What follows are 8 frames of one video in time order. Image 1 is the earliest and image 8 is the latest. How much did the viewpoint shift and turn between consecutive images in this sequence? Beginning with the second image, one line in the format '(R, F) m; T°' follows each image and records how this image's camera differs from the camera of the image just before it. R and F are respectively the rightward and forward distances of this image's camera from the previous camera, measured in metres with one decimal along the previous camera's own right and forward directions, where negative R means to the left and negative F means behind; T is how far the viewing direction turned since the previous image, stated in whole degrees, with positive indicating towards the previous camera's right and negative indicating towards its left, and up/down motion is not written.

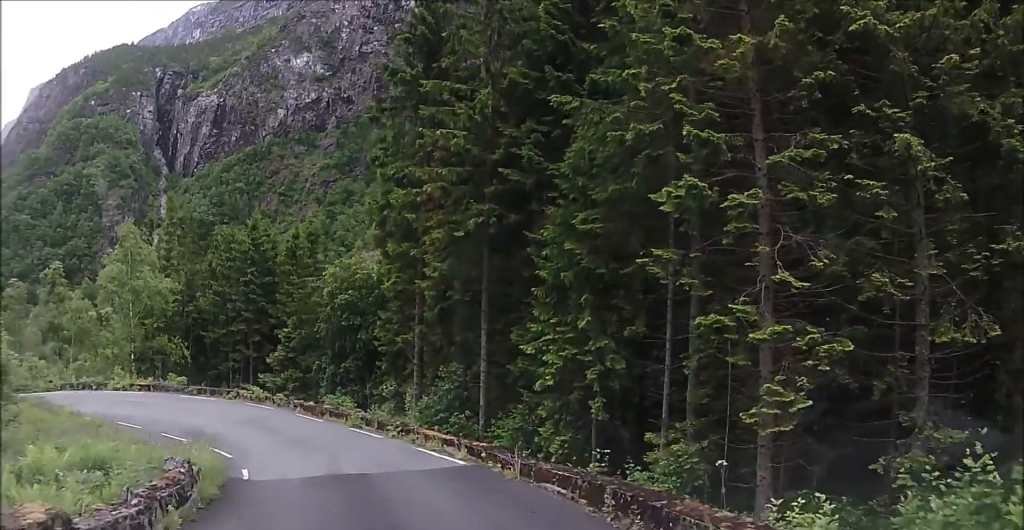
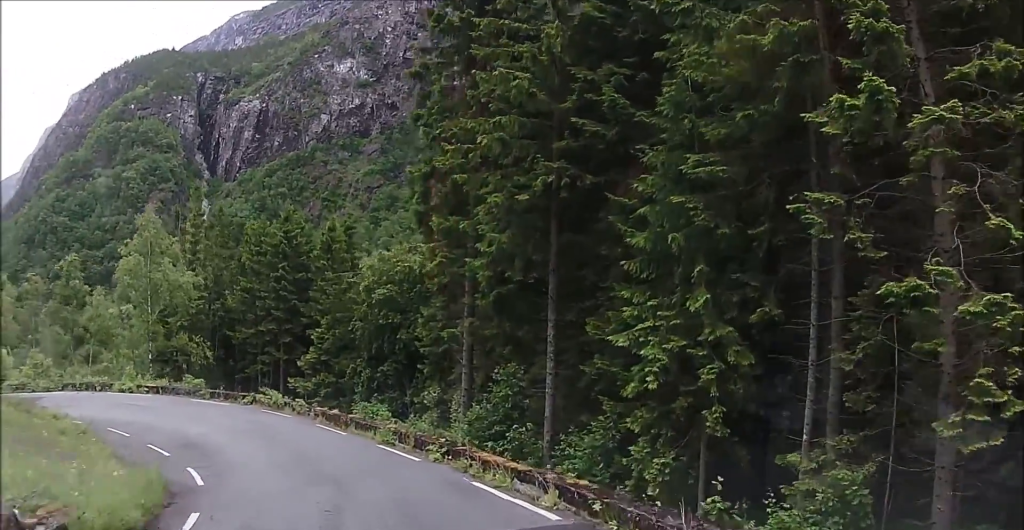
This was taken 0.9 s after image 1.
(-0.4, +4.7) m; -10°
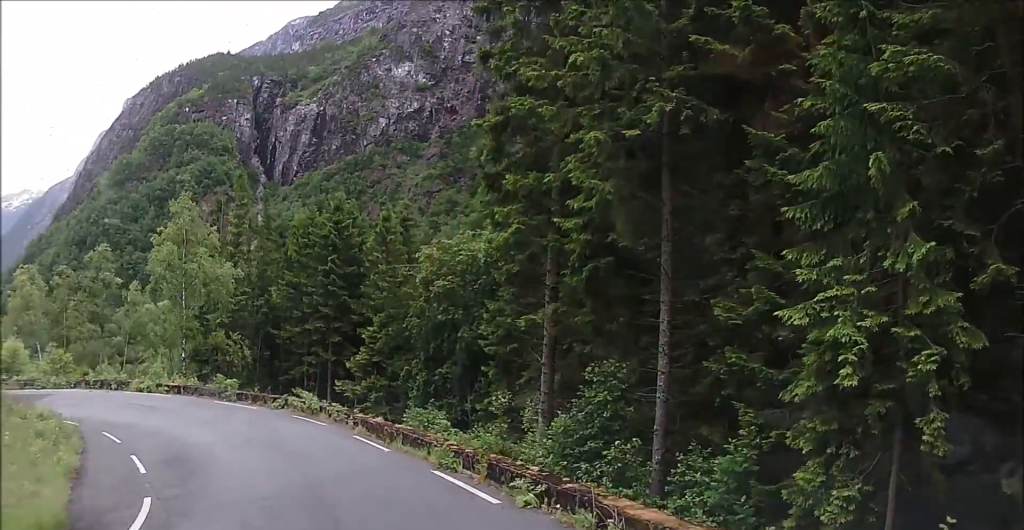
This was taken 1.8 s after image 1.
(-0.4, +4.4) m; -5°
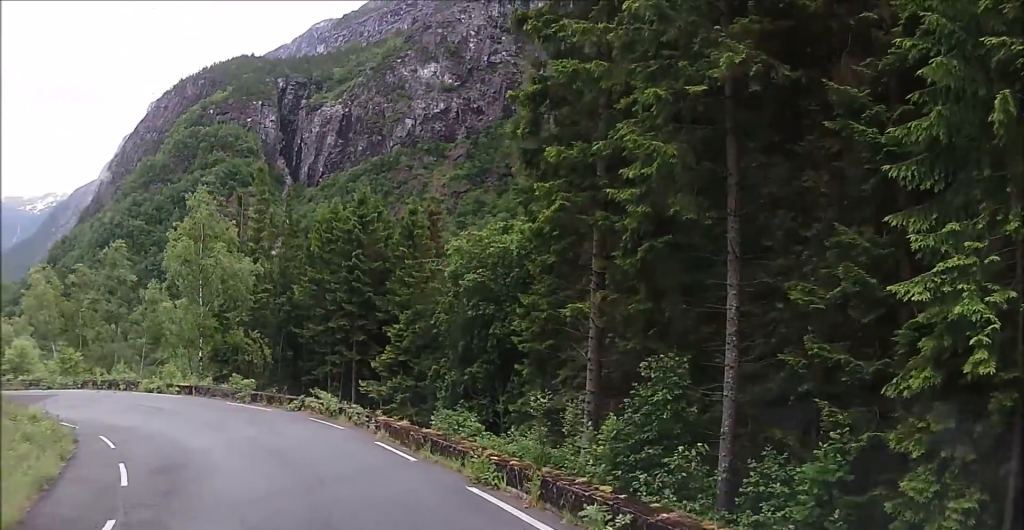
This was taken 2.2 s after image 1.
(0.0, +2.0) m; 0°
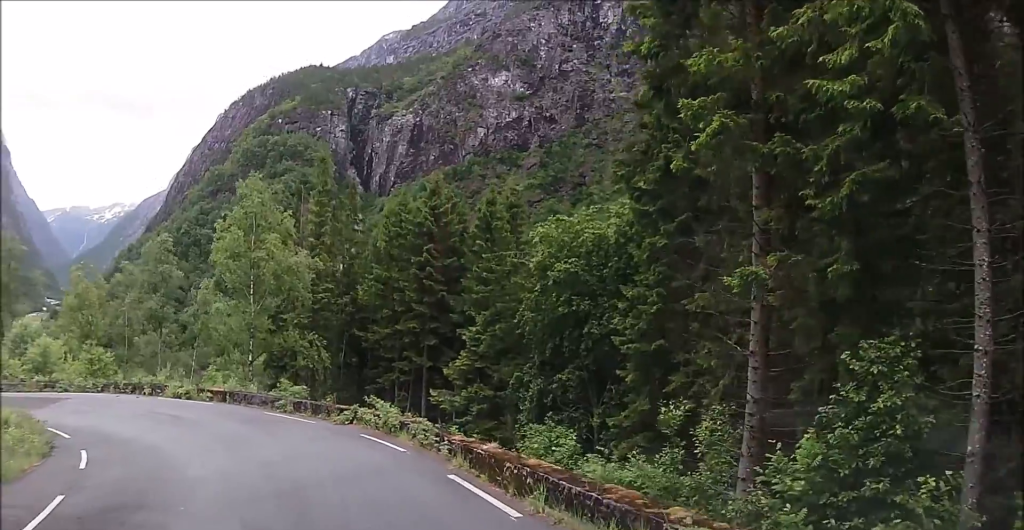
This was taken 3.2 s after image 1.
(0.0, +5.2) m; -3°
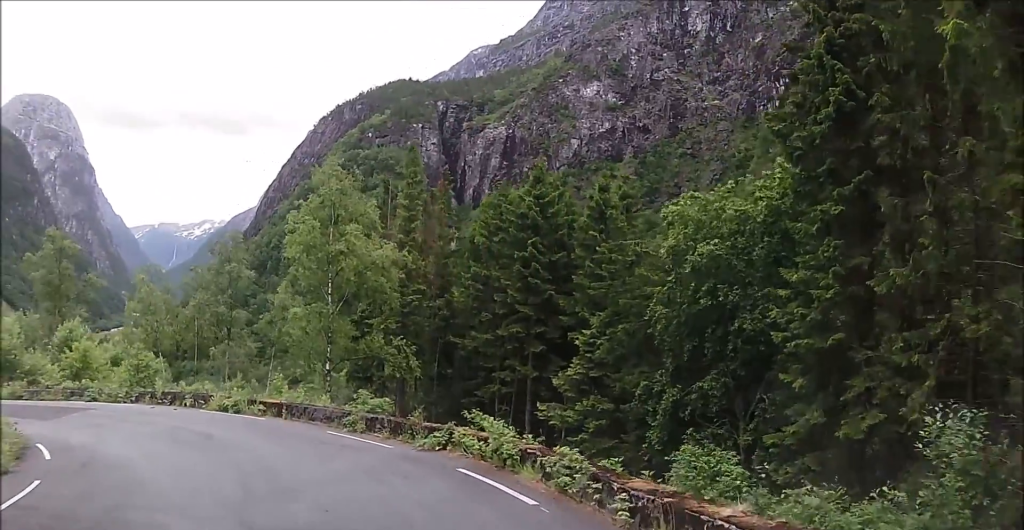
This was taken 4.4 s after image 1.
(-0.4, +4.6) m; -11°
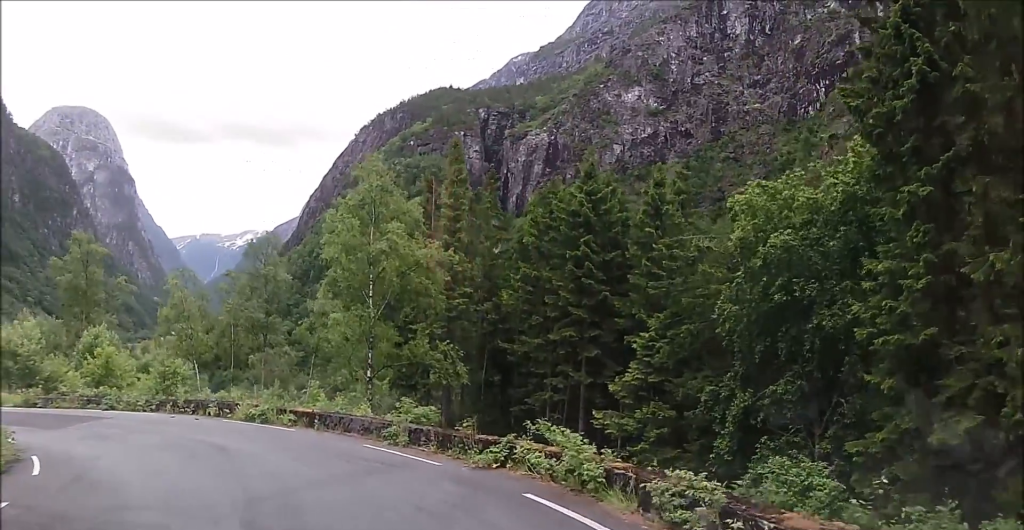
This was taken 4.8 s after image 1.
(-0.1, +1.7) m; -5°
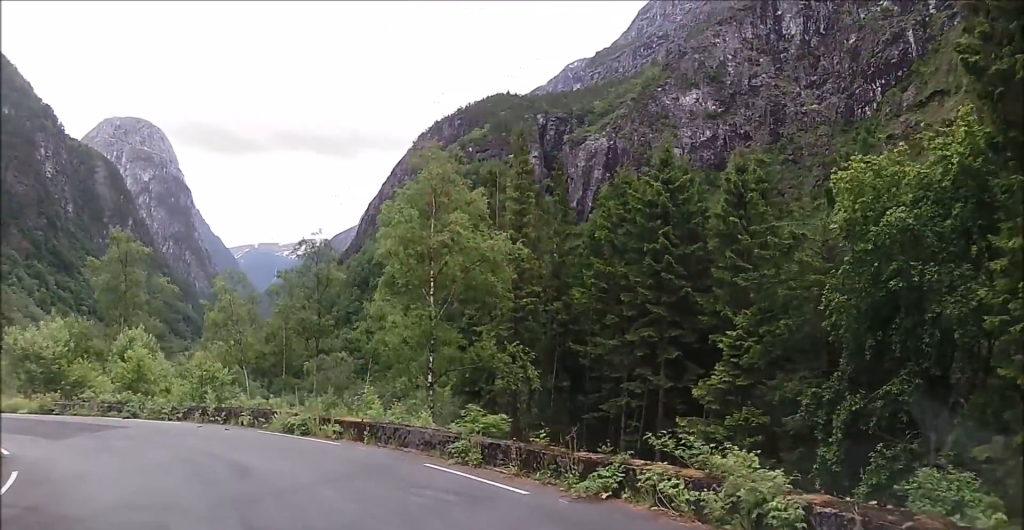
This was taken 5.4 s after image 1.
(0.0, +3.4) m; -5°
